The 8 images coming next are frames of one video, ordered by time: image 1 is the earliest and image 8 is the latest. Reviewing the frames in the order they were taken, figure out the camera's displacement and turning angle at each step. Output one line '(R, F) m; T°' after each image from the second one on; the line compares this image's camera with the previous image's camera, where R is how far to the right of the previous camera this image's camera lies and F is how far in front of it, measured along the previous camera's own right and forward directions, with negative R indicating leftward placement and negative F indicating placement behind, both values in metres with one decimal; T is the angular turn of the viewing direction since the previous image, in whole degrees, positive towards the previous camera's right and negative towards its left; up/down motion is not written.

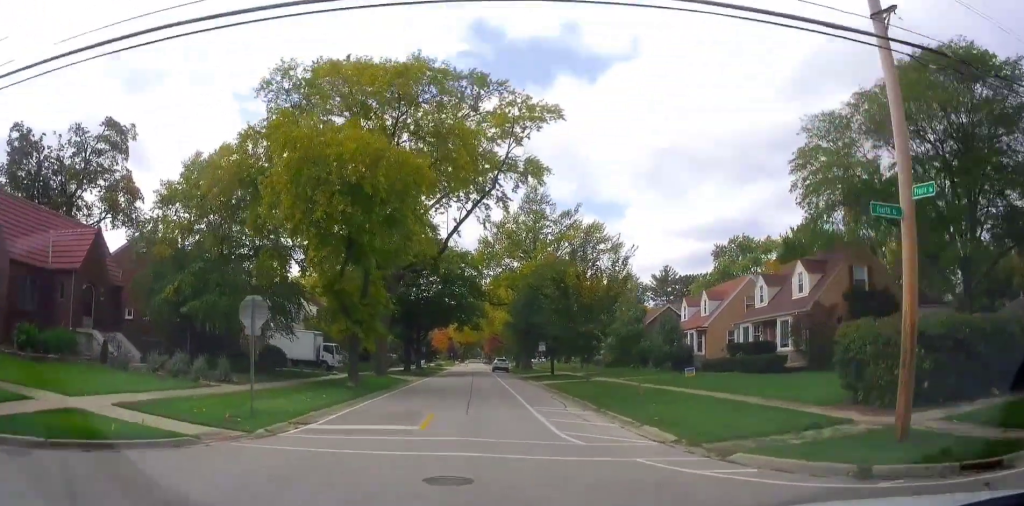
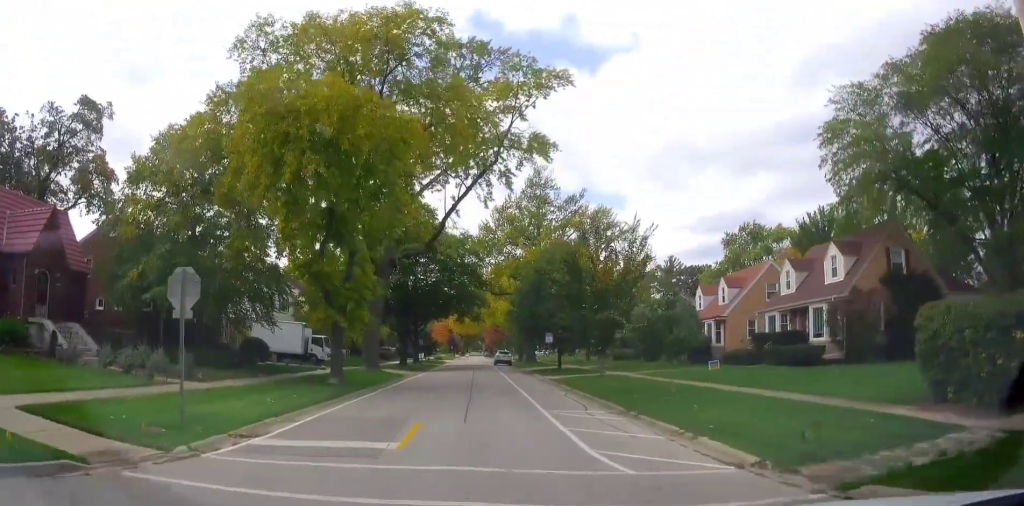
(0.0, +3.7) m; 0°
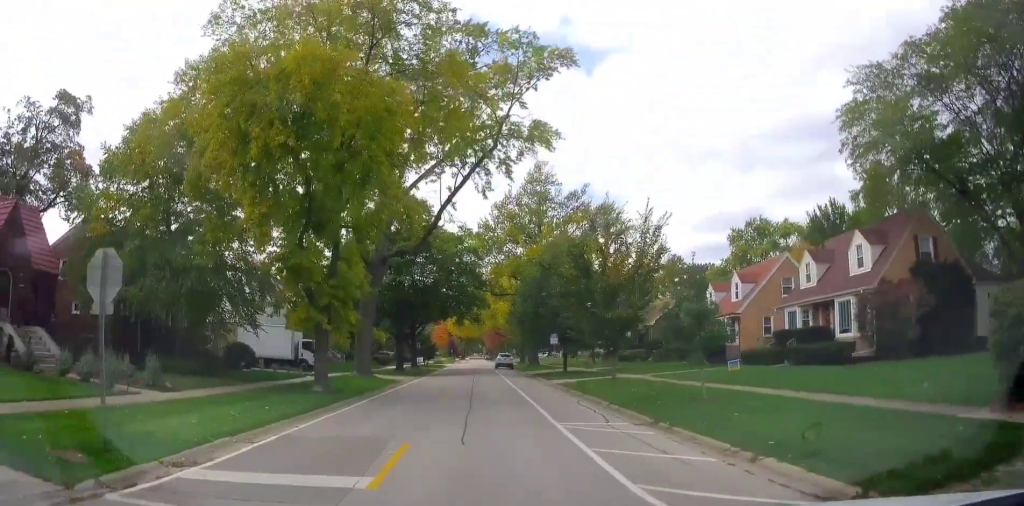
(0.0, +2.7) m; 0°
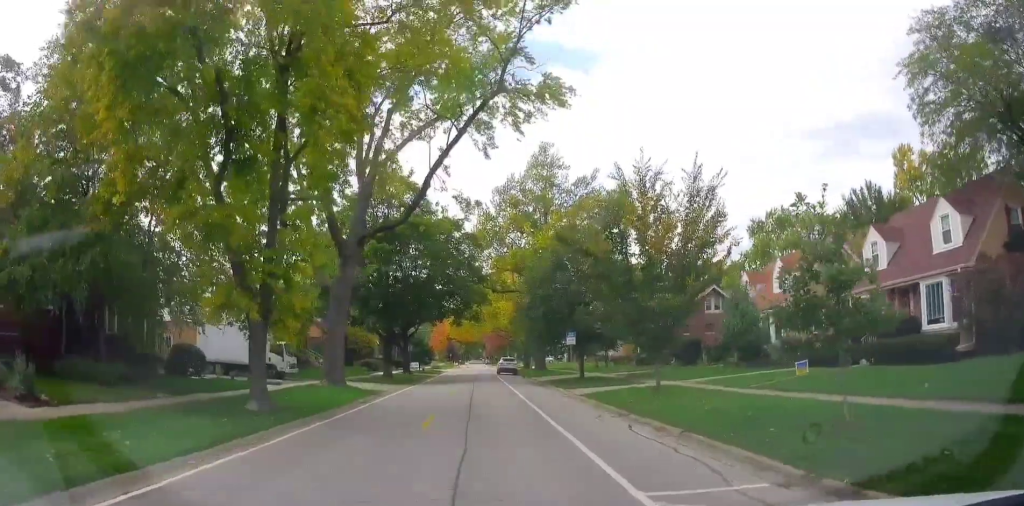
(-0.1, +7.1) m; -2°
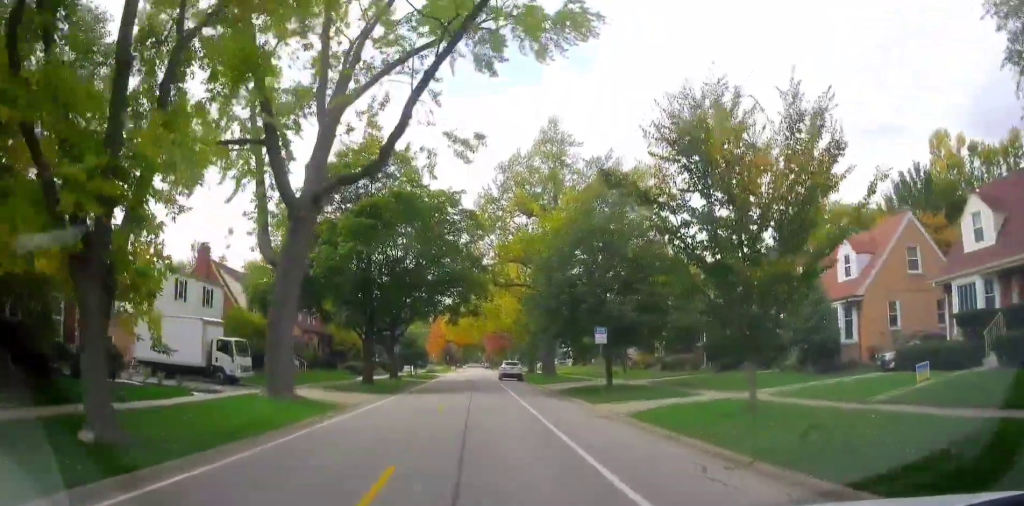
(-0.2, +7.7) m; -1°
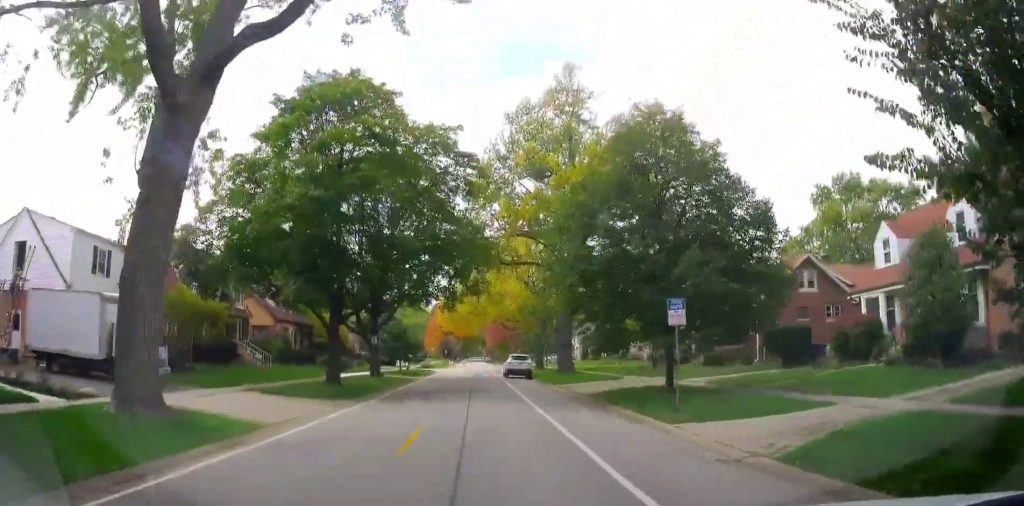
(+0.1, +8.8) m; +2°
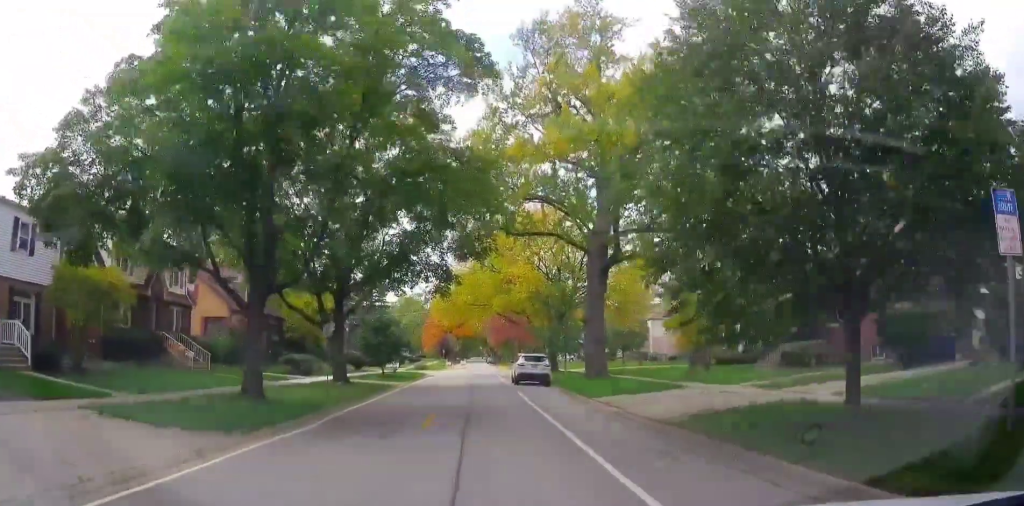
(+0.2, +10.0) m; +1°
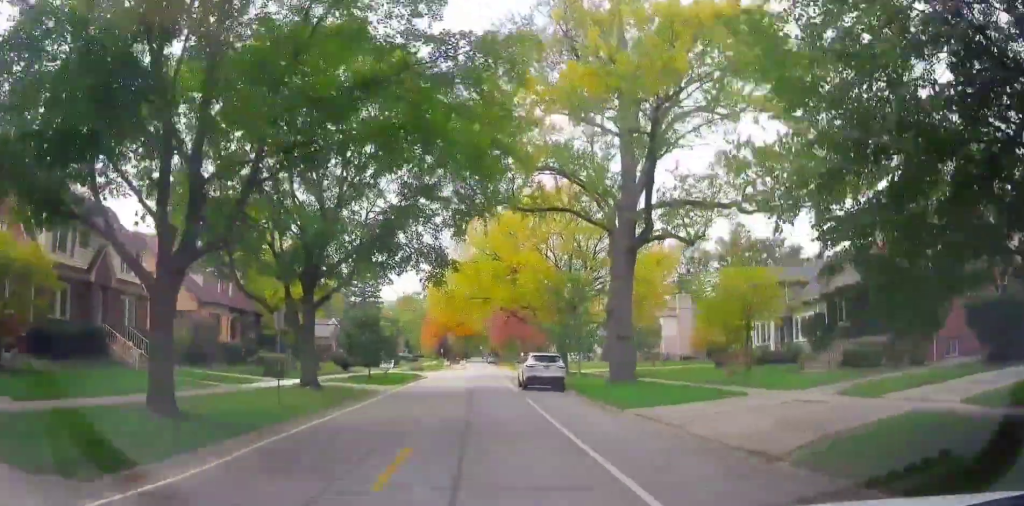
(0.0, +5.4) m; -2°
